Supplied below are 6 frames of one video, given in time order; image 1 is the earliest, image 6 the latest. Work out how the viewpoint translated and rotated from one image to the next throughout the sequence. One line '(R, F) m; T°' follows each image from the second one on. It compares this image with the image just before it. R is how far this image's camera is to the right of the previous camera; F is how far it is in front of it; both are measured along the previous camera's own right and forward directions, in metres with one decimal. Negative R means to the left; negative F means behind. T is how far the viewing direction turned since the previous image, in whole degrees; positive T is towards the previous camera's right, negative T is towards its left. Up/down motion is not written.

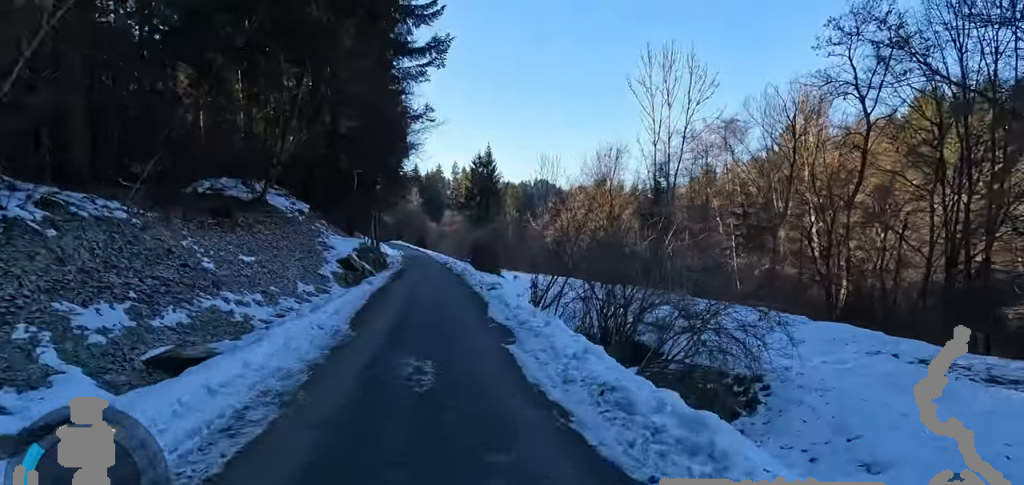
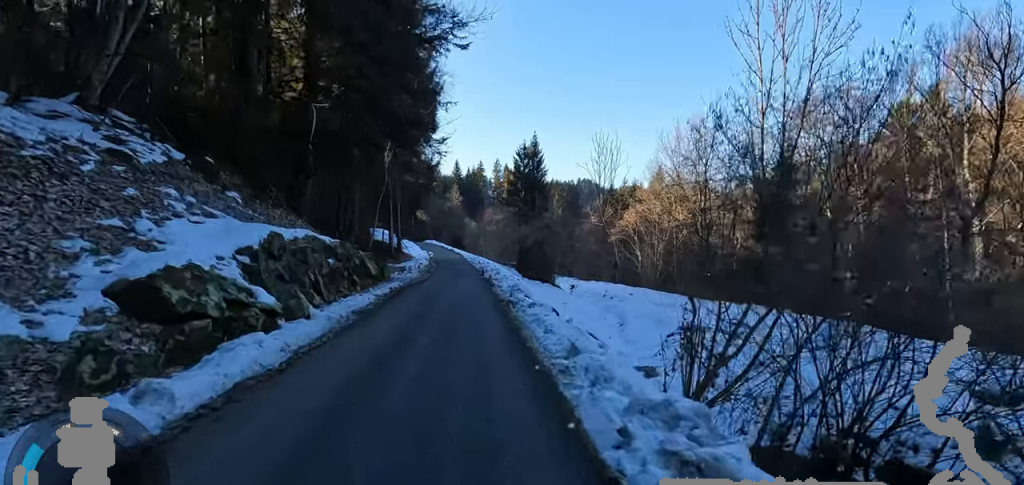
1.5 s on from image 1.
(+0.1, +11.6) m; -1°
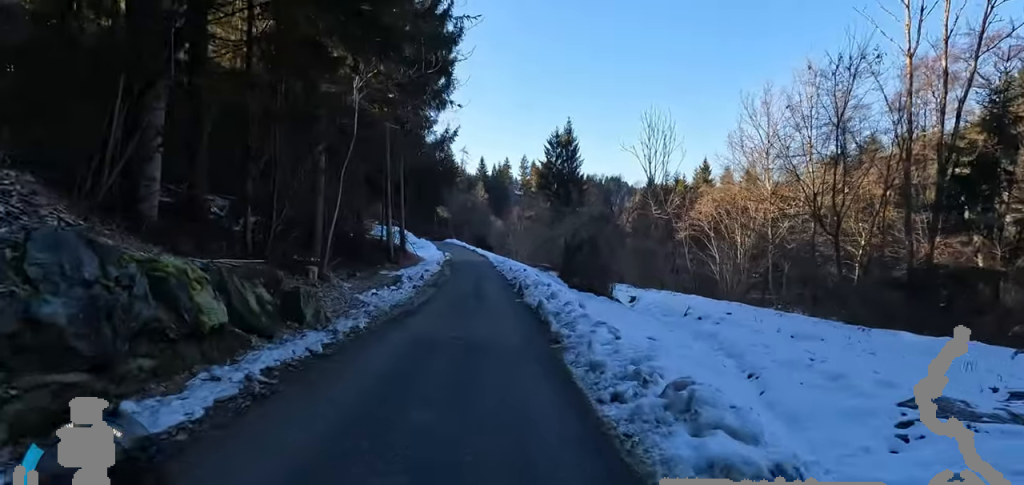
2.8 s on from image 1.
(+0.1, +10.5) m; -7°
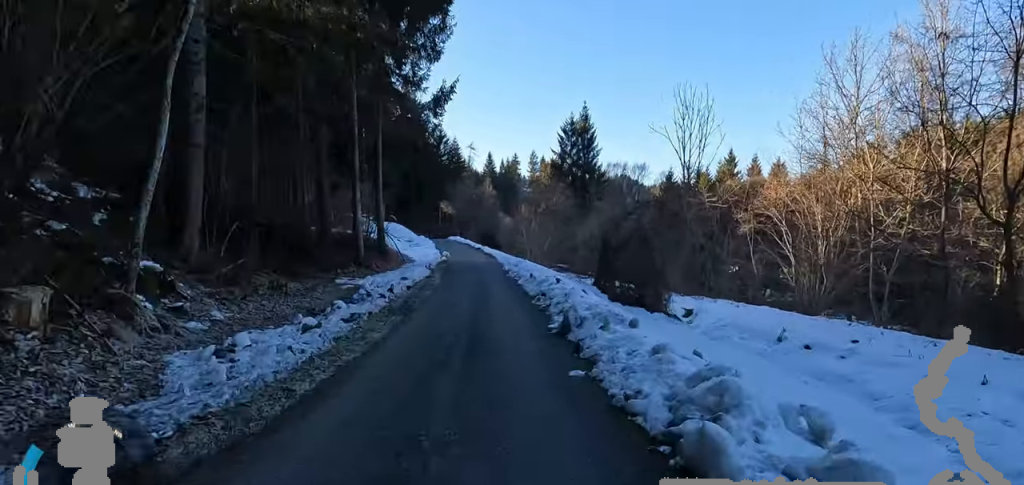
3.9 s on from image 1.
(-1.1, +7.7) m; -4°
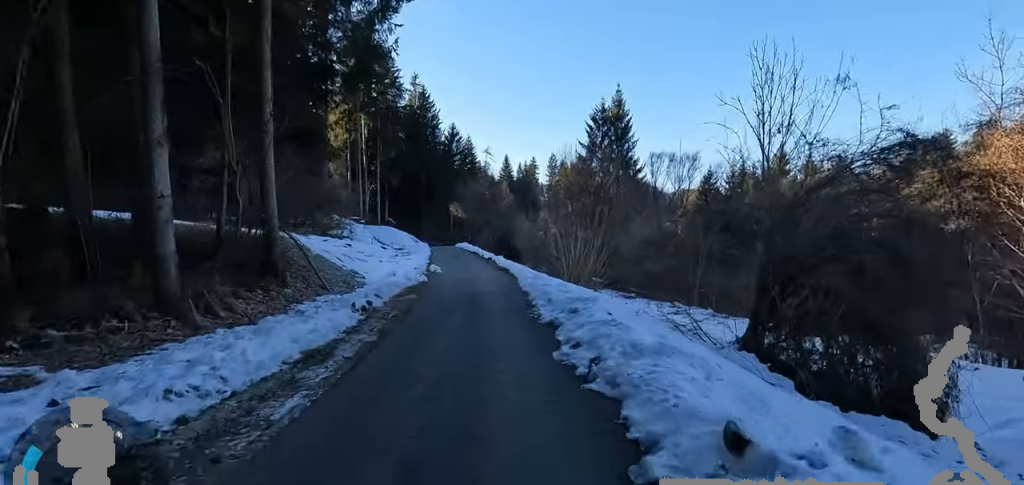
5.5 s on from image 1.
(+1.6, +11.9) m; +6°
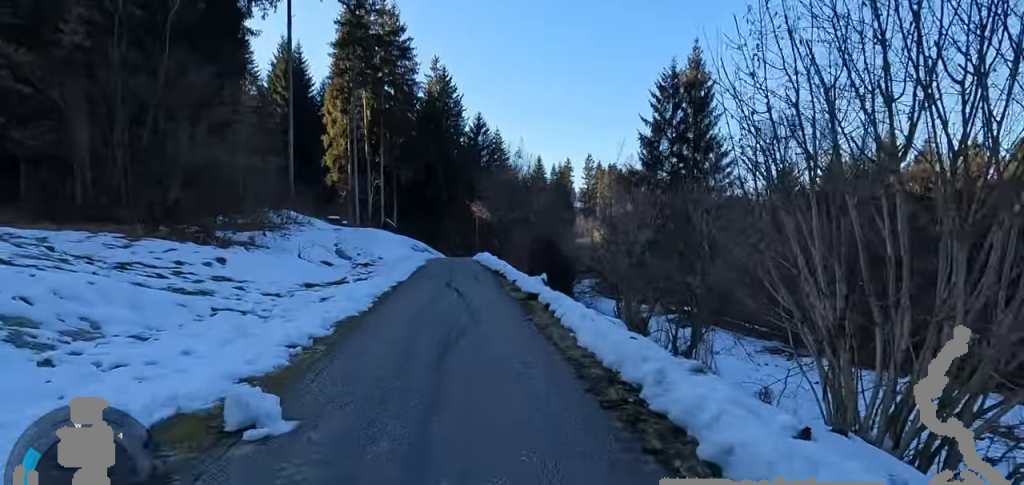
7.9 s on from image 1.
(-0.7, +16.4) m; -5°
